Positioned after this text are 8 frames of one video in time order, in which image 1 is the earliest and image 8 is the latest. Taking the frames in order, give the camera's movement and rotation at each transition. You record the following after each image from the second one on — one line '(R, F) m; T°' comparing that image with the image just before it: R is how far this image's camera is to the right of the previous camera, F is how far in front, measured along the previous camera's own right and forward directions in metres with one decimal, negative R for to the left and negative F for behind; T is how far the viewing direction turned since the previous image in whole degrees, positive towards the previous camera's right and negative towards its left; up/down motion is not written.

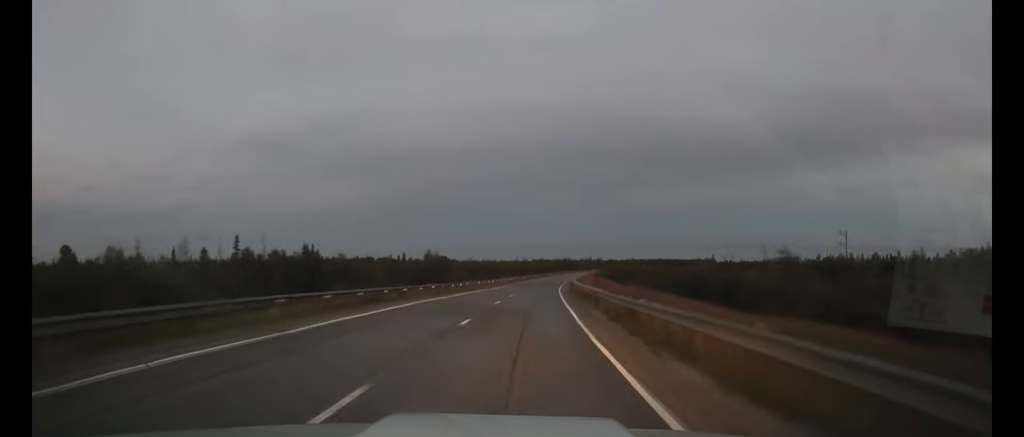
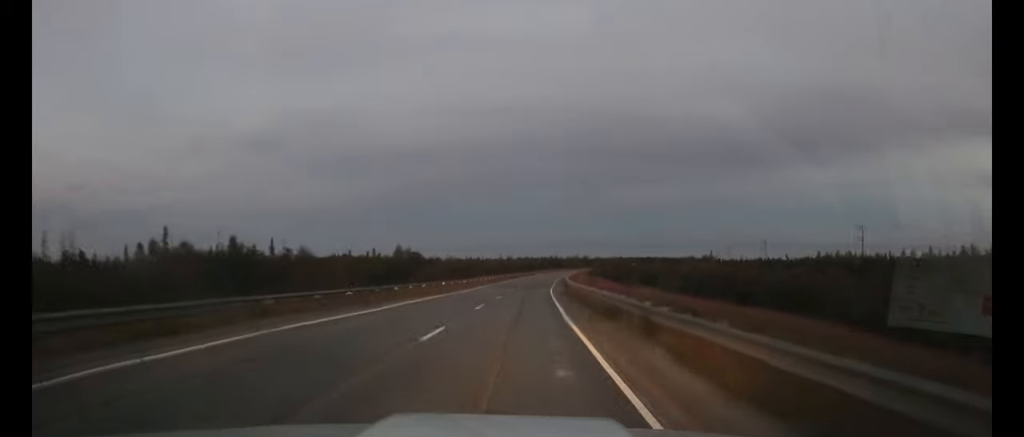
(+0.2, +16.1) m; +1°
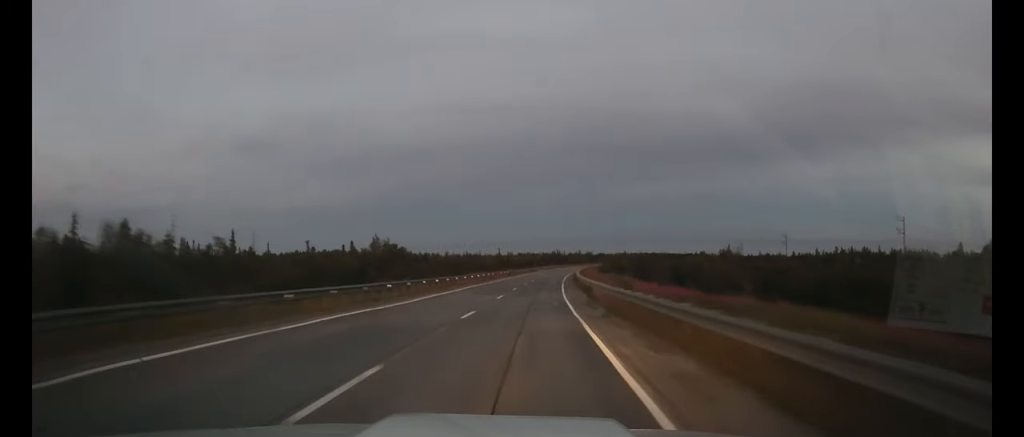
(+0.2, +18.7) m; +1°
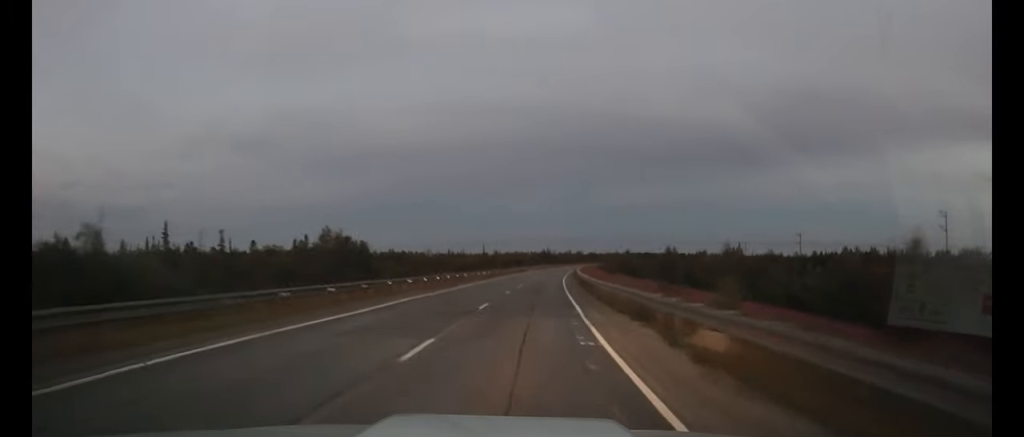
(+0.2, +19.9) m; +1°
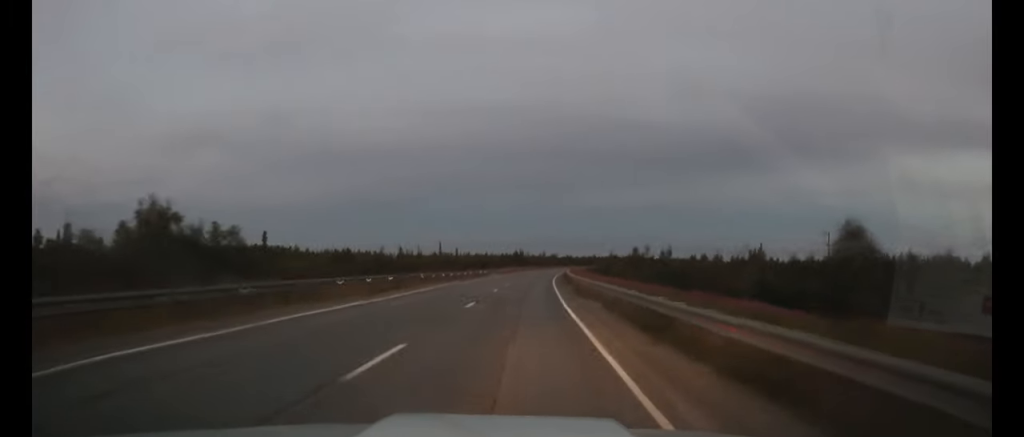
(+0.5, +36.4) m; +2°
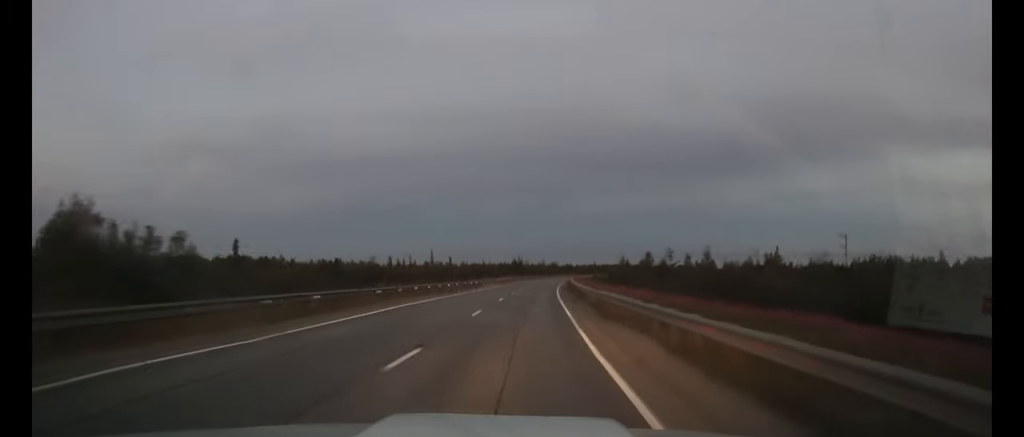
(+0.1, +10.6) m; +1°
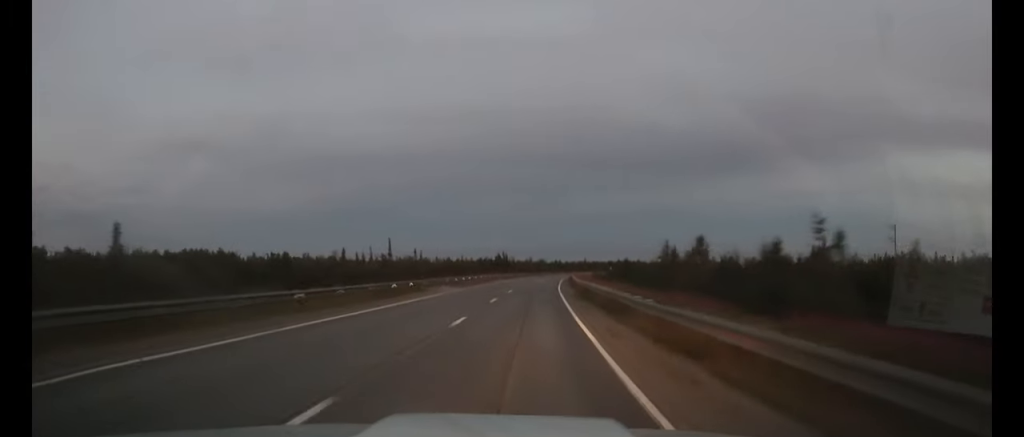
(+0.4, +28.9) m; +1°
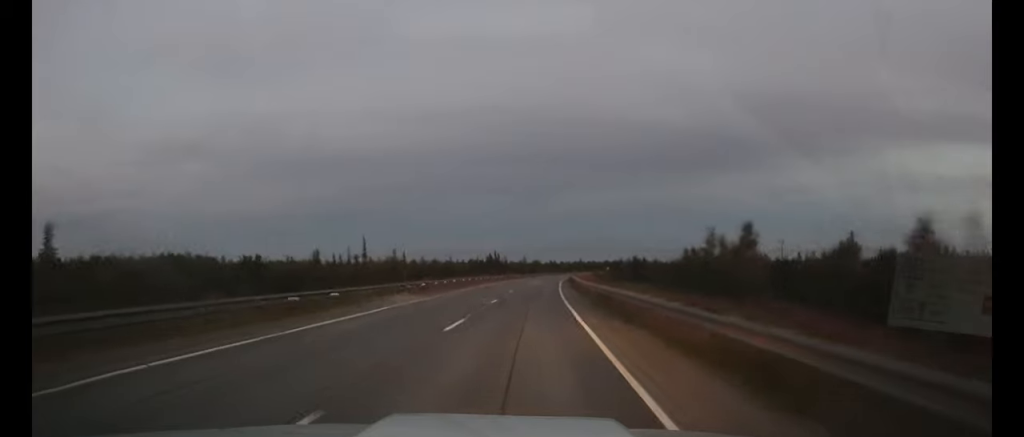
(0.0, +12.5) m; +1°
